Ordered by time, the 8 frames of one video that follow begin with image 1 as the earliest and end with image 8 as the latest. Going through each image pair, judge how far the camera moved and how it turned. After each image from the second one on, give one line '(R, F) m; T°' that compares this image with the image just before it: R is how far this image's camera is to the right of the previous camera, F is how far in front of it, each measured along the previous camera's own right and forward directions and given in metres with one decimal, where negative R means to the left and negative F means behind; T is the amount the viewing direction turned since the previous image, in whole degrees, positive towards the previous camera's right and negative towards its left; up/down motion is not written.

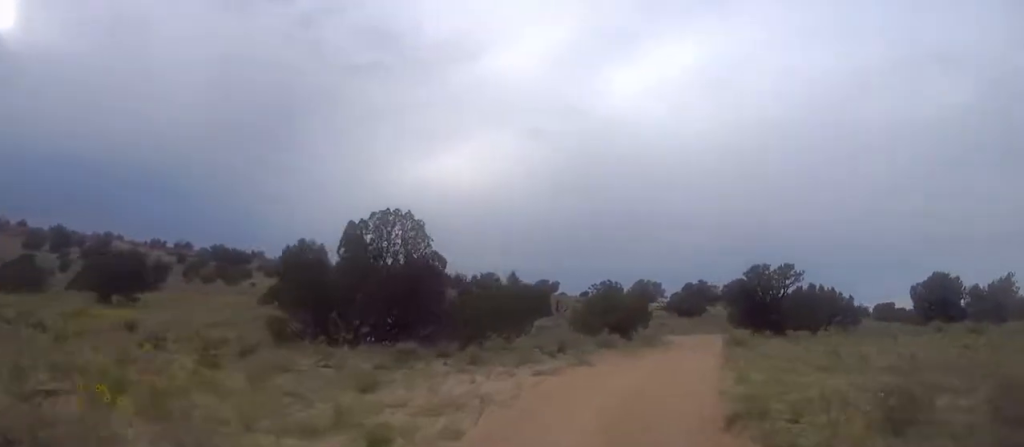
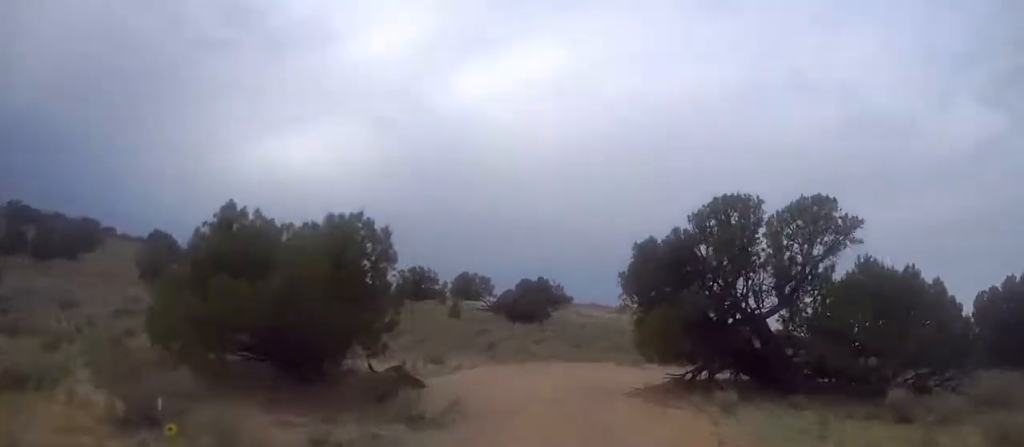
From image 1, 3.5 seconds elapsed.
(+3.8, +28.7) m; +12°
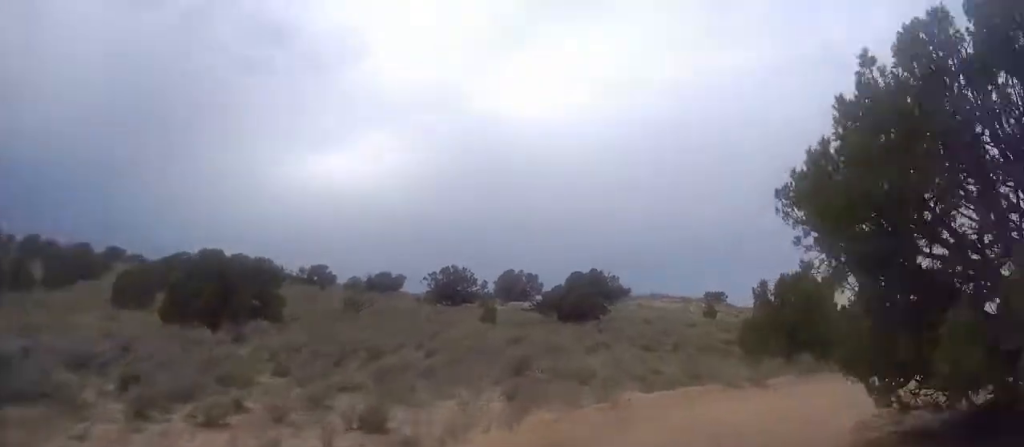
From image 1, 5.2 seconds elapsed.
(-0.1, +12.7) m; +6°
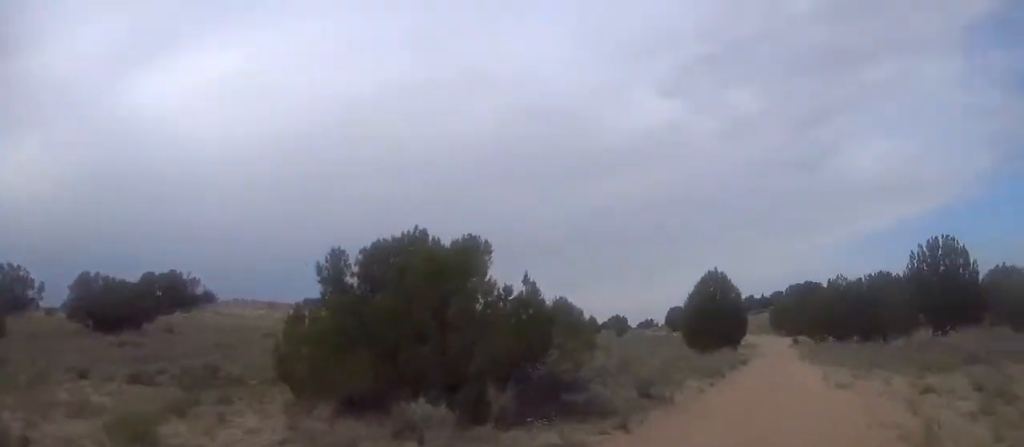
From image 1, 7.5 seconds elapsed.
(+2.7, +15.8) m; +22°
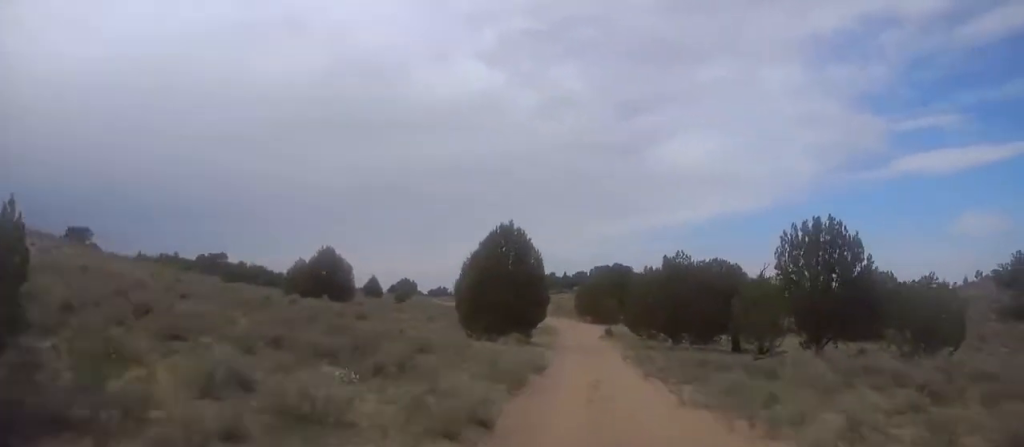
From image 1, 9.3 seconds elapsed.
(+2.2, +12.6) m; +18°
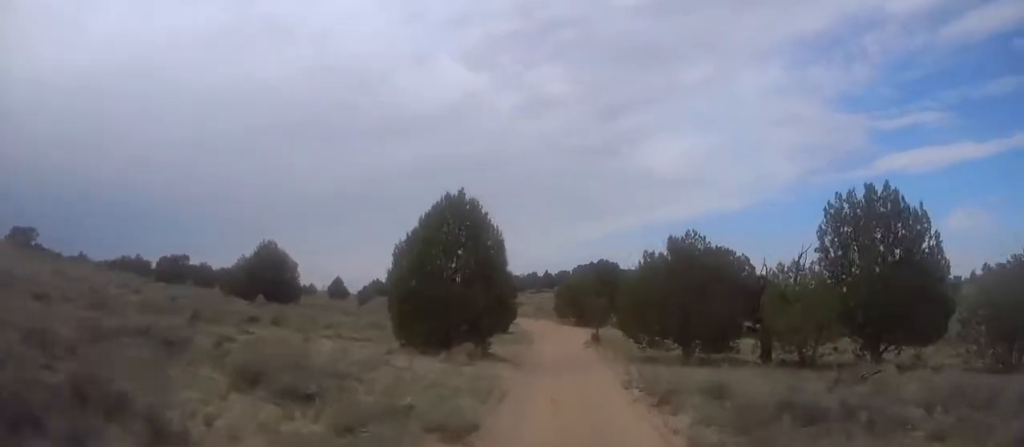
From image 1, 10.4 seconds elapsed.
(+1.2, +8.5) m; +6°
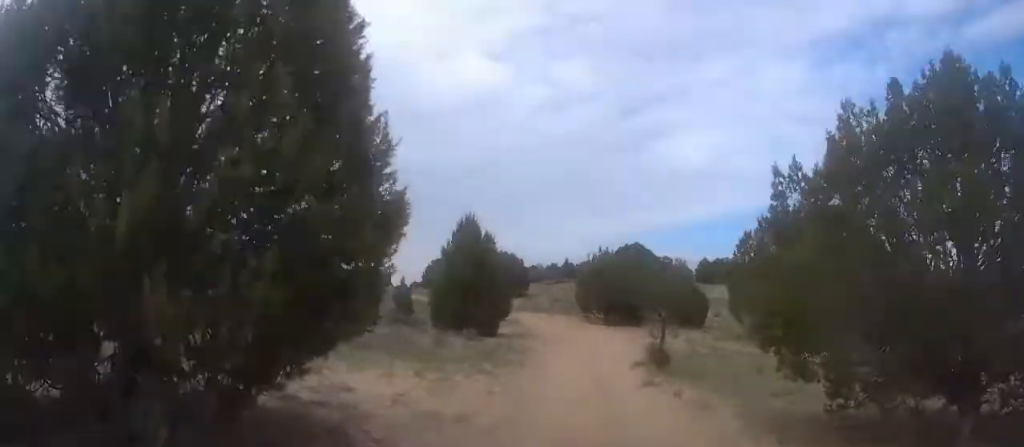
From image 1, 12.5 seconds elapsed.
(+0.5, +16.7) m; -1°
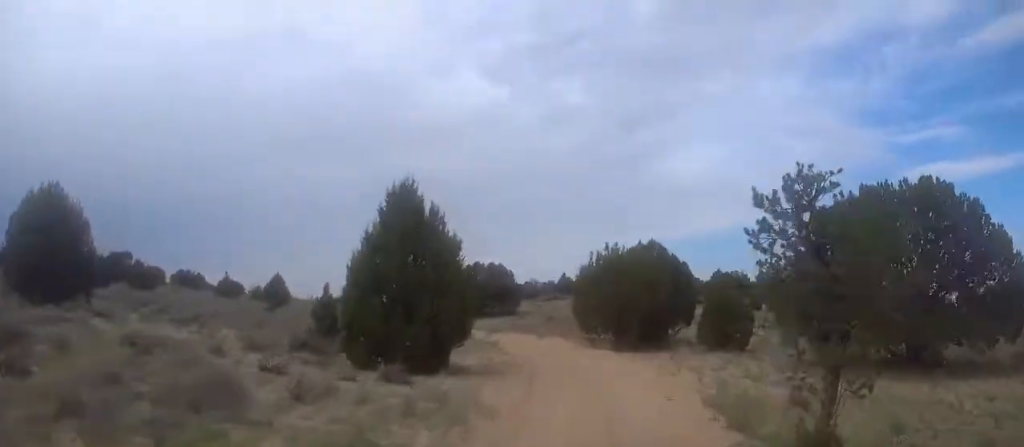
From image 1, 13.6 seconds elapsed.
(-0.3, +9.9) m; -2°
